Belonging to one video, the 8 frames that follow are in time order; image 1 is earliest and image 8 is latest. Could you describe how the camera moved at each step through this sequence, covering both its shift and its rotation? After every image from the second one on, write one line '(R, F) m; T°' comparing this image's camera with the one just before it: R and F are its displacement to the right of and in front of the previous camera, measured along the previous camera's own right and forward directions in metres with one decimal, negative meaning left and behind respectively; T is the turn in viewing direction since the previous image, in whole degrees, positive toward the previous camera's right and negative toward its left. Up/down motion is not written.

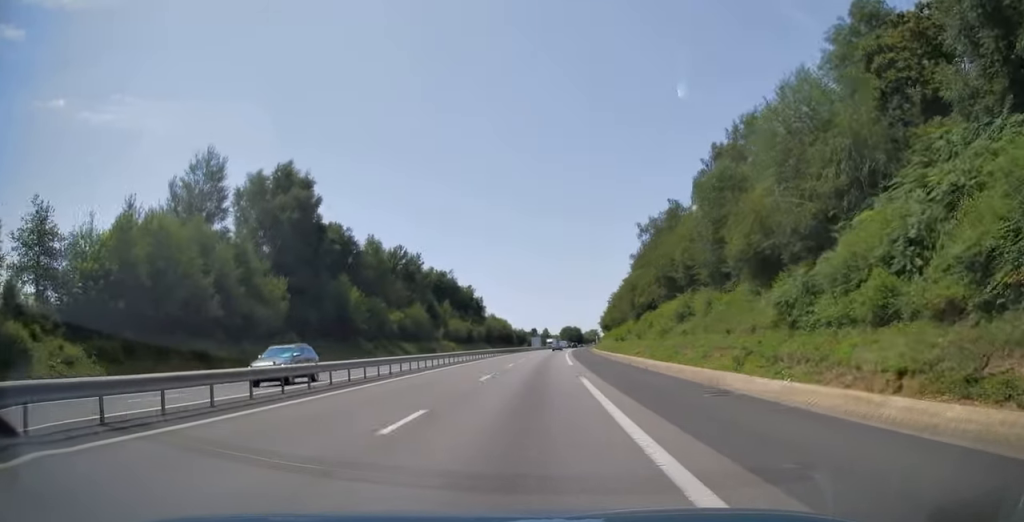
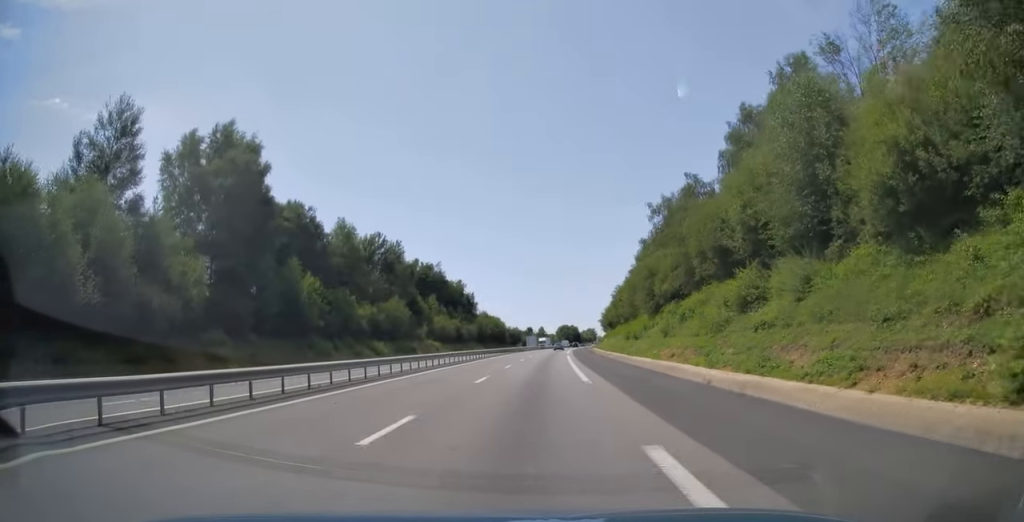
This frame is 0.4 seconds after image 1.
(+0.1, +14.1) m; +1°
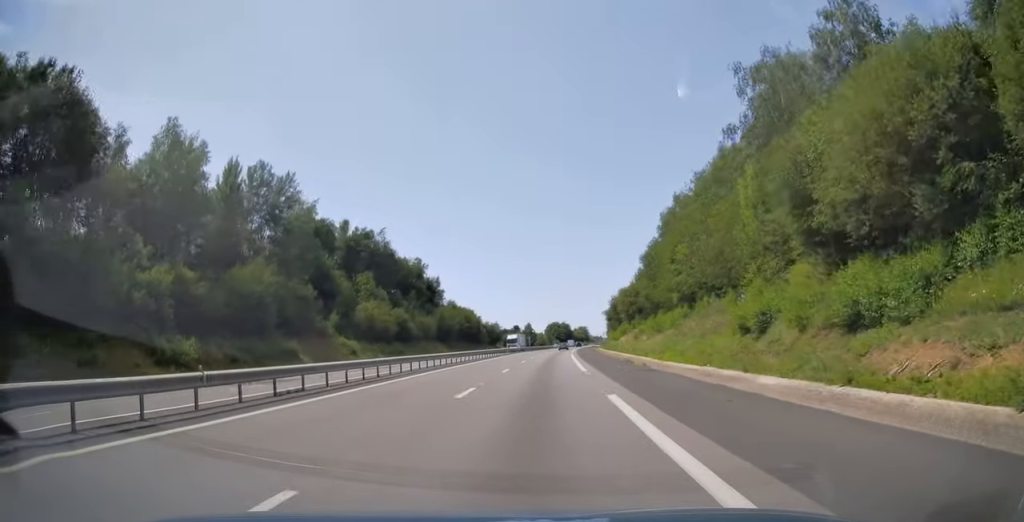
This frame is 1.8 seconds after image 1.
(+0.8, +44.9) m; +1°
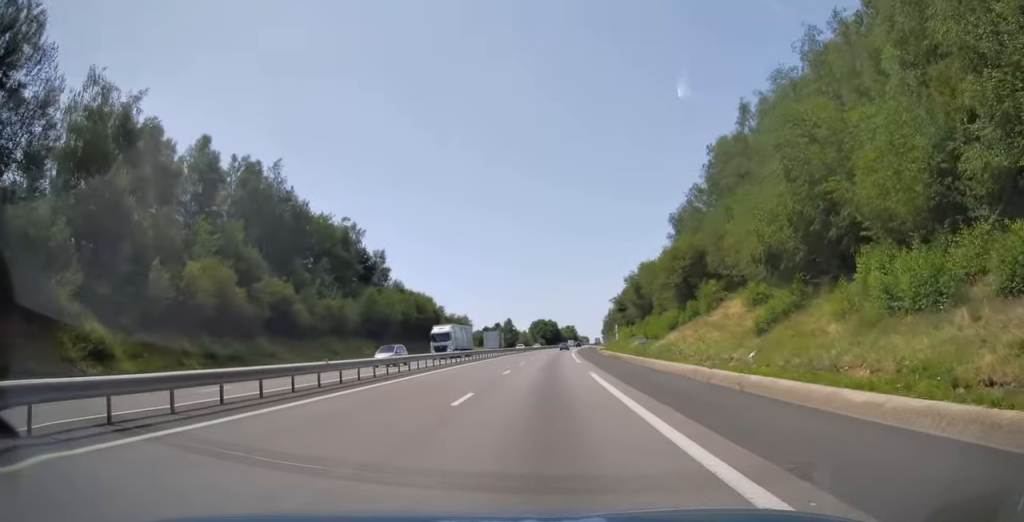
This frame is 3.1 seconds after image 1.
(0.0, +41.2) m; +1°
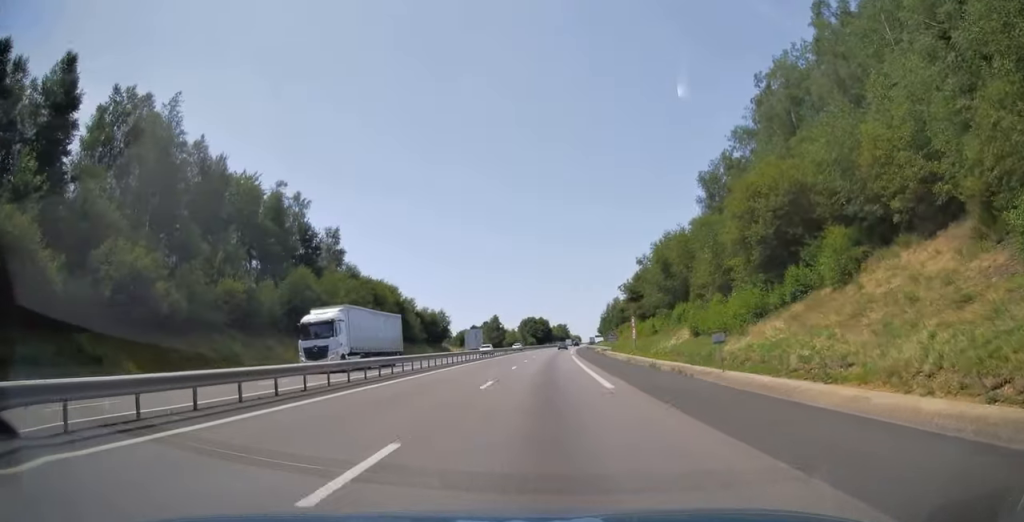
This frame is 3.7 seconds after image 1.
(+0.3, +21.1) m; +1°
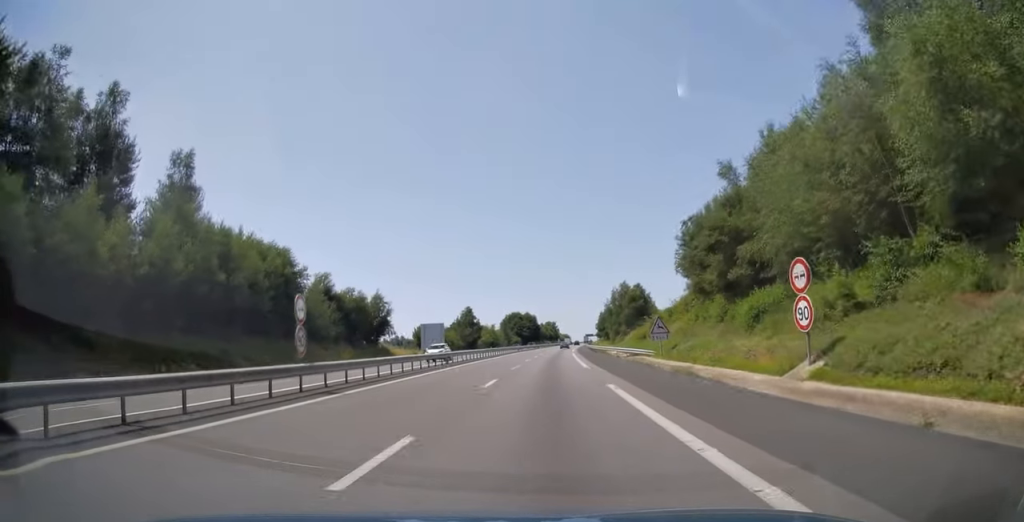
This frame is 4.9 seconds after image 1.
(+0.6, +38.4) m; +2°
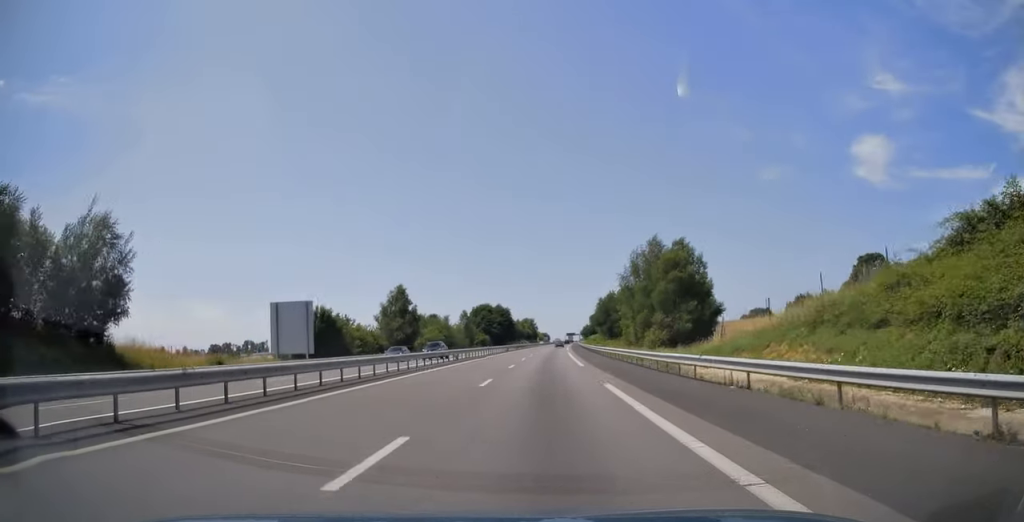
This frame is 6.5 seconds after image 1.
(+0.6, +51.9) m; +1°
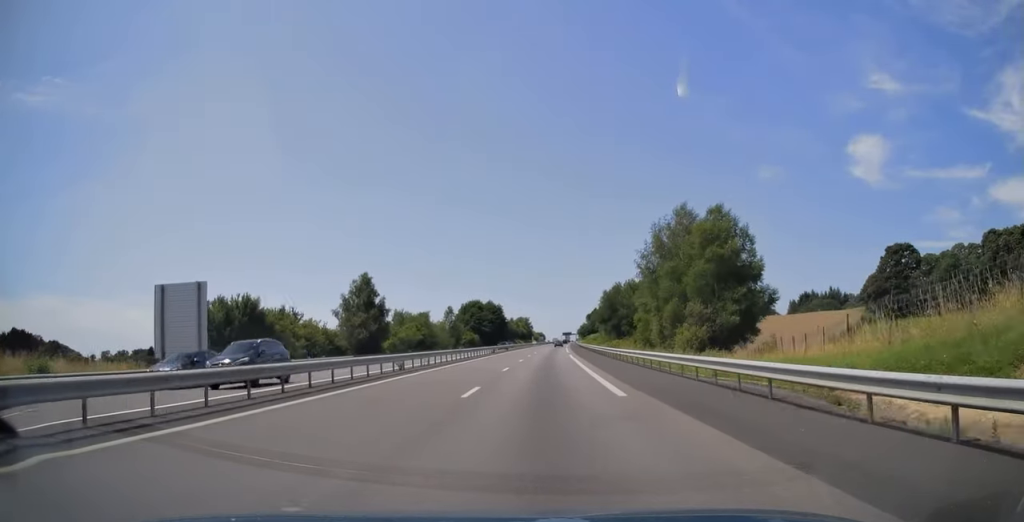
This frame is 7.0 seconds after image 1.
(0.0, +16.7) m; +1°
